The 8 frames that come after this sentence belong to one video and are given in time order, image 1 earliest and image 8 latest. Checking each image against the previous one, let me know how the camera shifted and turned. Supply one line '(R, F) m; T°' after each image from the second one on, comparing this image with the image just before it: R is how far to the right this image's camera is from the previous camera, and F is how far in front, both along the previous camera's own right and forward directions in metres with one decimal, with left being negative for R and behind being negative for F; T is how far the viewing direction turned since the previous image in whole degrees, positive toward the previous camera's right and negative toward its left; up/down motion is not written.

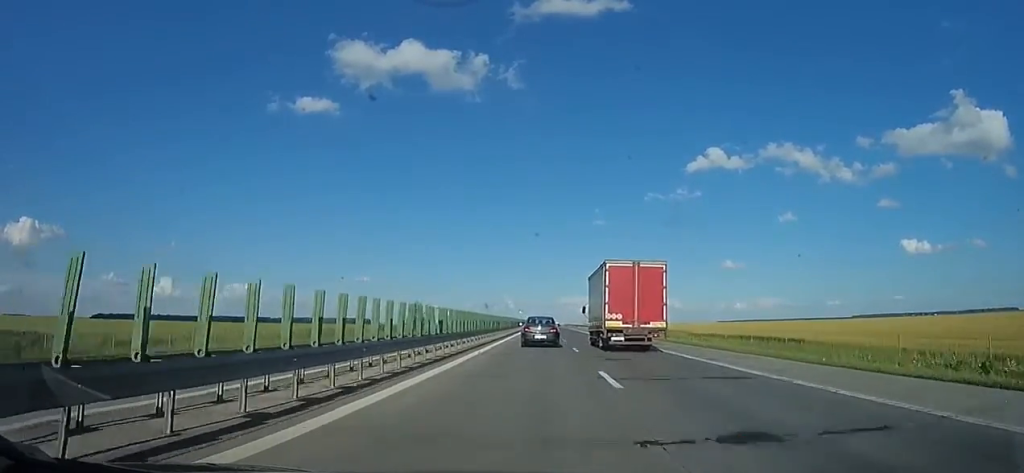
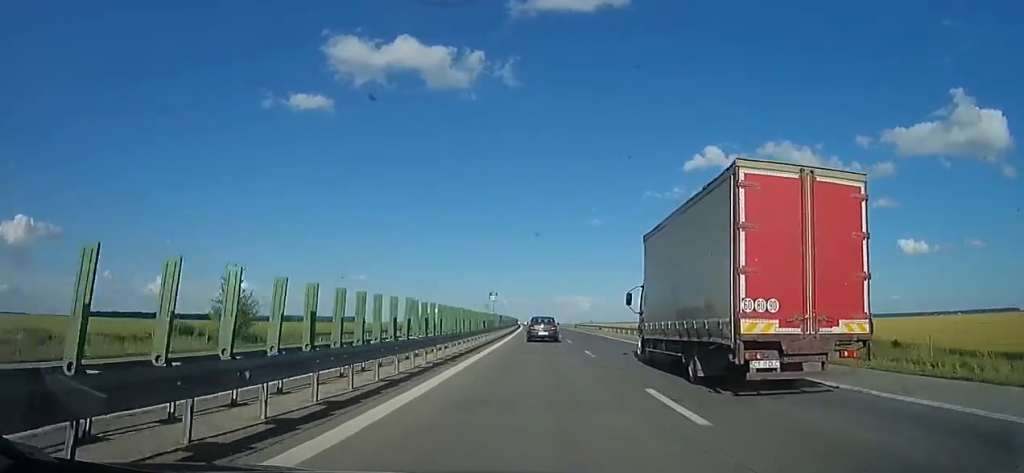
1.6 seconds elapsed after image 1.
(-0.6, +50.4) m; -3°
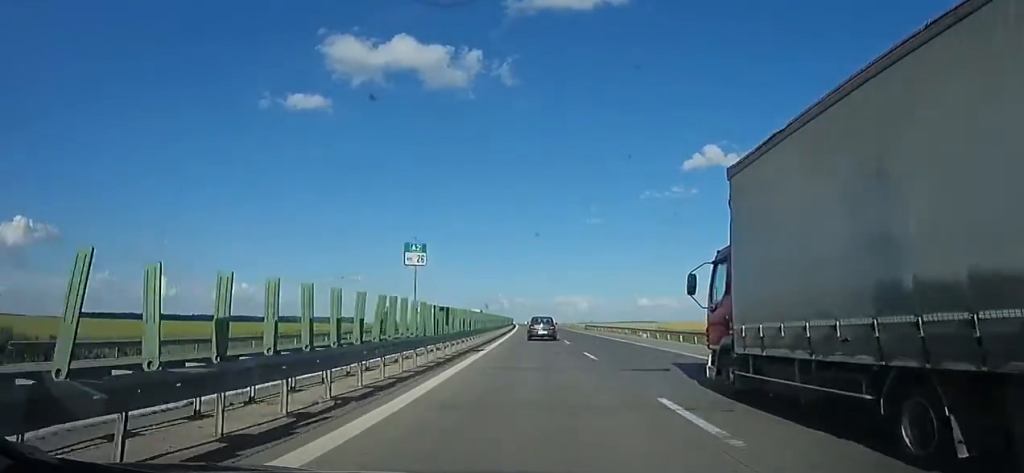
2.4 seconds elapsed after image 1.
(0.0, +24.6) m; 0°
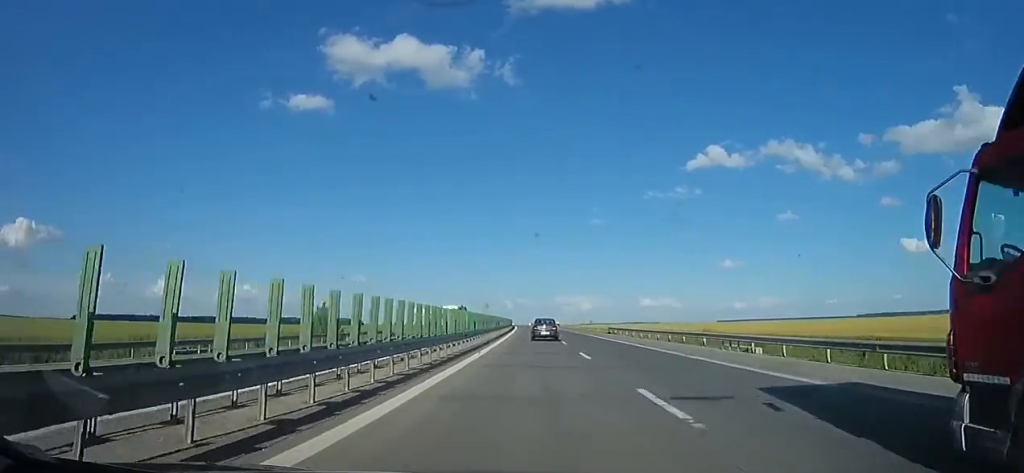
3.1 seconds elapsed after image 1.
(0.0, +22.8) m; 0°
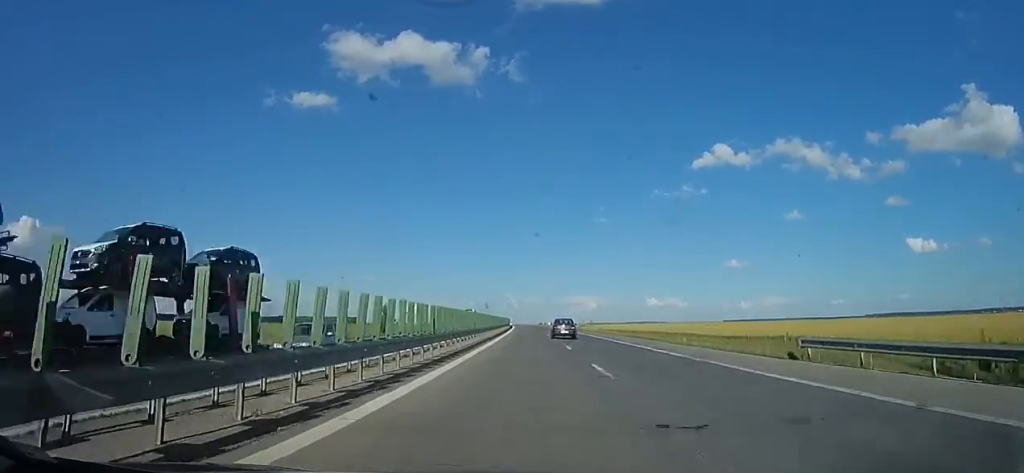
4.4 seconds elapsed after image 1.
(0.0, +41.9) m; 0°
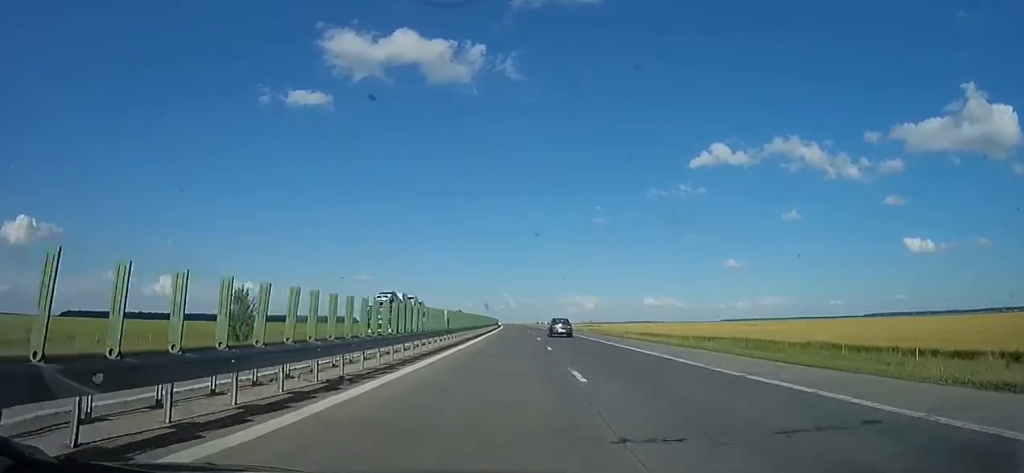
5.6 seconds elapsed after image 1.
(0.0, +36.4) m; 0°
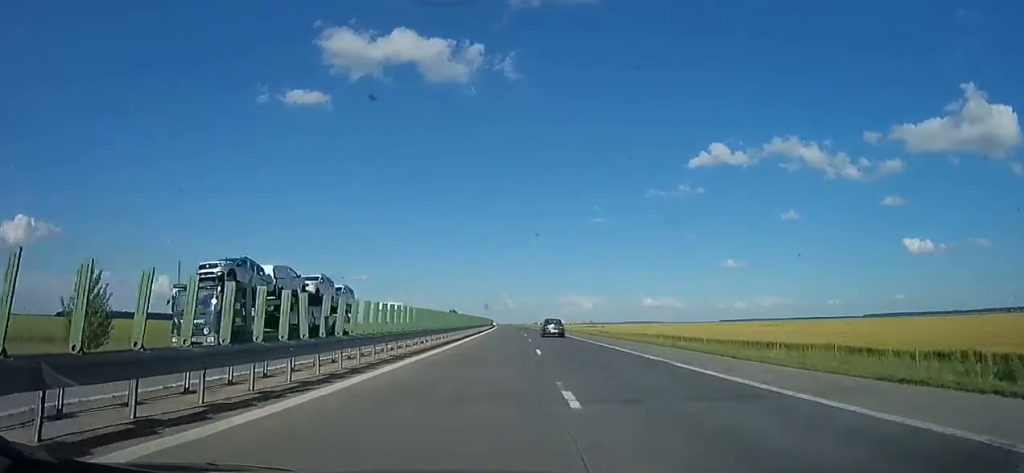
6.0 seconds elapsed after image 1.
(0.0, +15.0) m; +1°
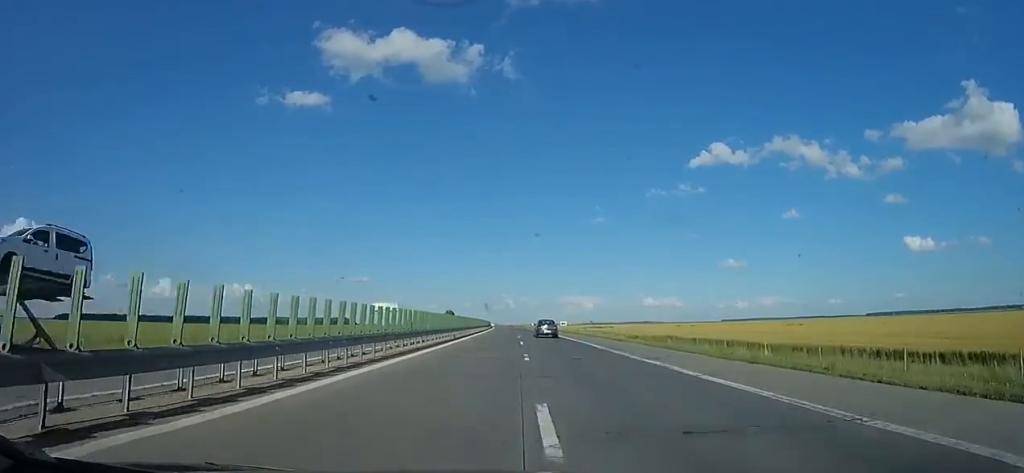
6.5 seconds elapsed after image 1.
(-0.3, +14.5) m; +1°
